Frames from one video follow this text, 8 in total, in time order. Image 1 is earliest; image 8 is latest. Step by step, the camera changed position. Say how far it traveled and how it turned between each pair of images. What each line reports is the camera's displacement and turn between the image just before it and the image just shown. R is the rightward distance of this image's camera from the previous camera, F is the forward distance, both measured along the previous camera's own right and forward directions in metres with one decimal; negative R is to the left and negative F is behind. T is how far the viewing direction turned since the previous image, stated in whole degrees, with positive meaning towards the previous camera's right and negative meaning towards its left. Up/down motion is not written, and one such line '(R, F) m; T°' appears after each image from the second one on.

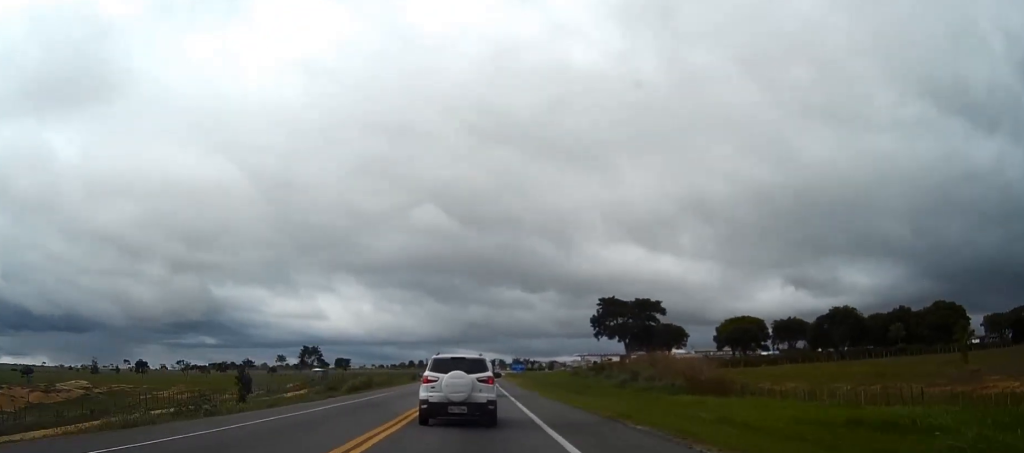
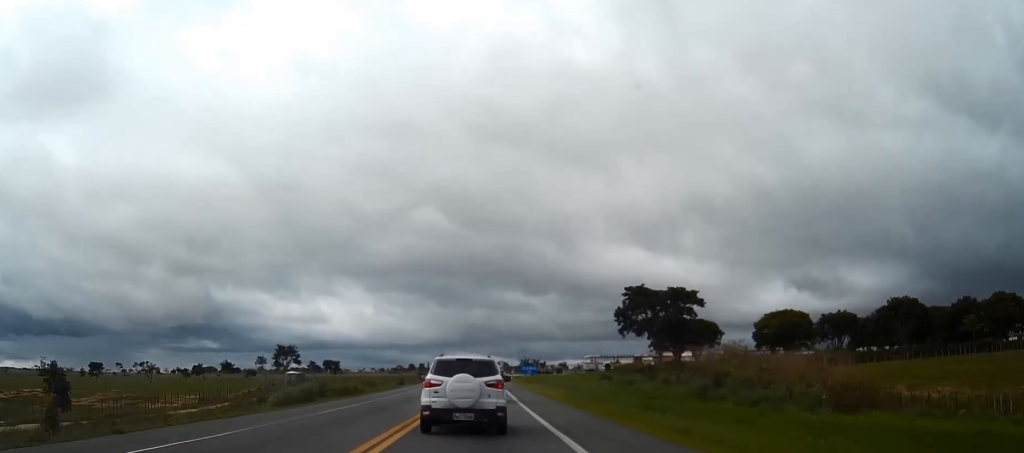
(-0.3, +29.3) m; 0°
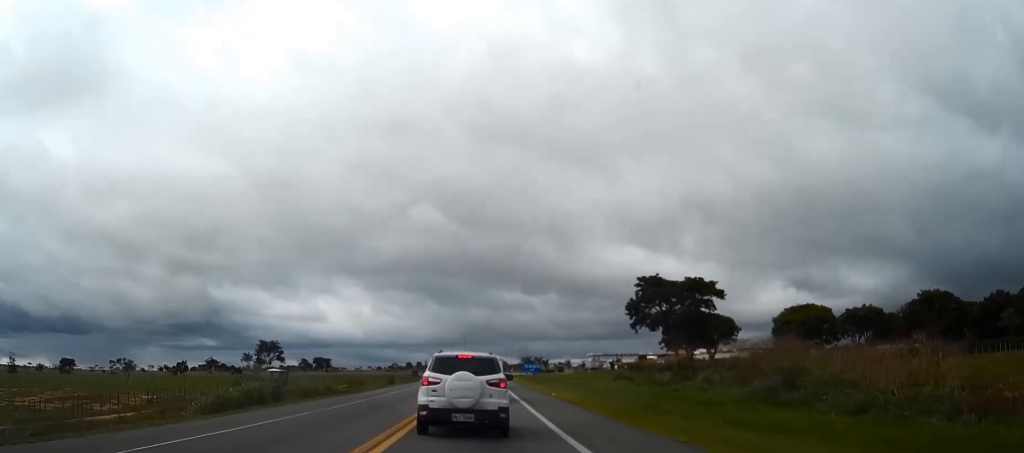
(0.0, +14.1) m; 0°
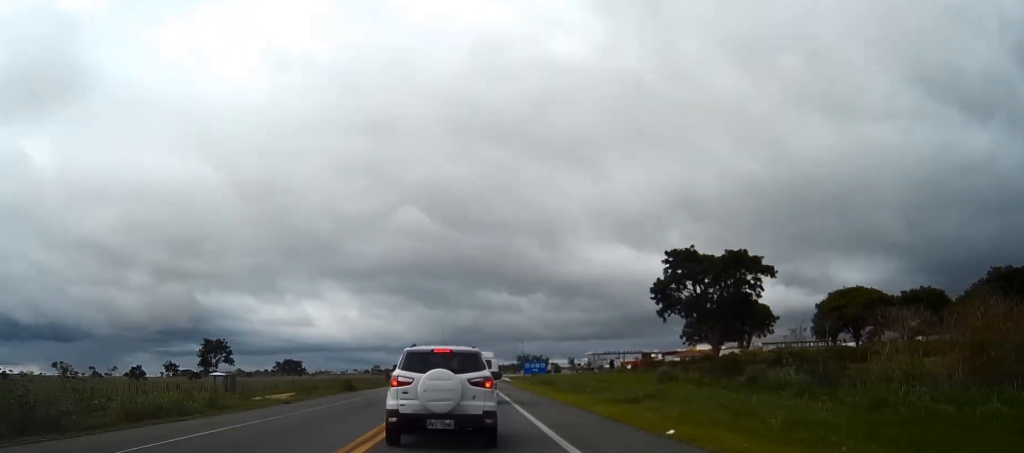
(+0.2, +29.7) m; +1°
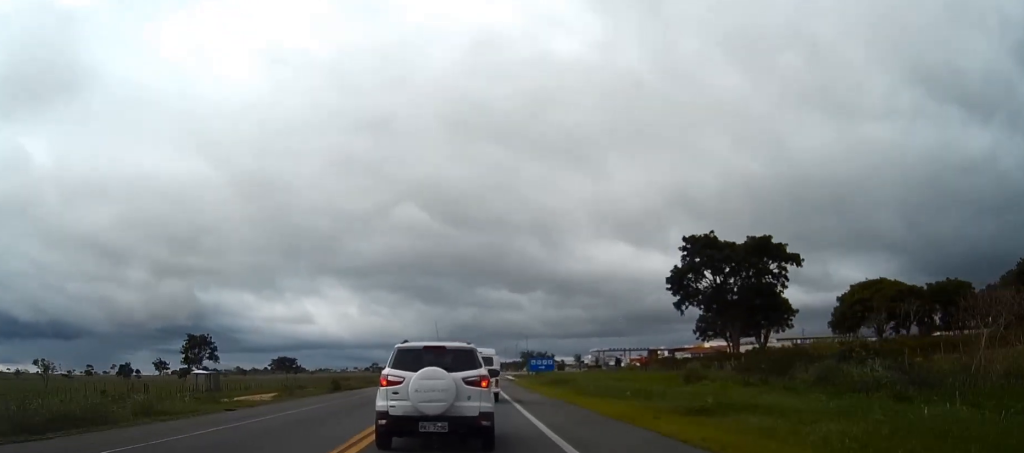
(+0.1, +9.4) m; 0°
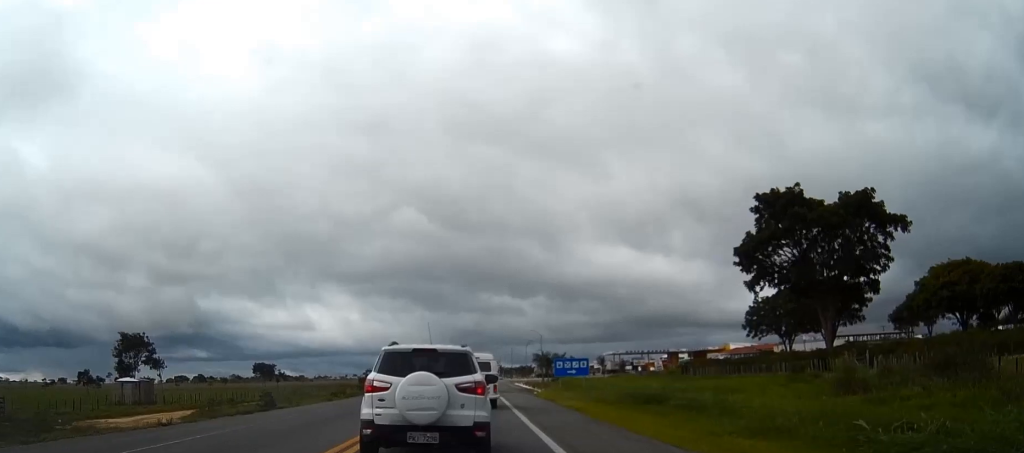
(+0.1, +28.4) m; 0°
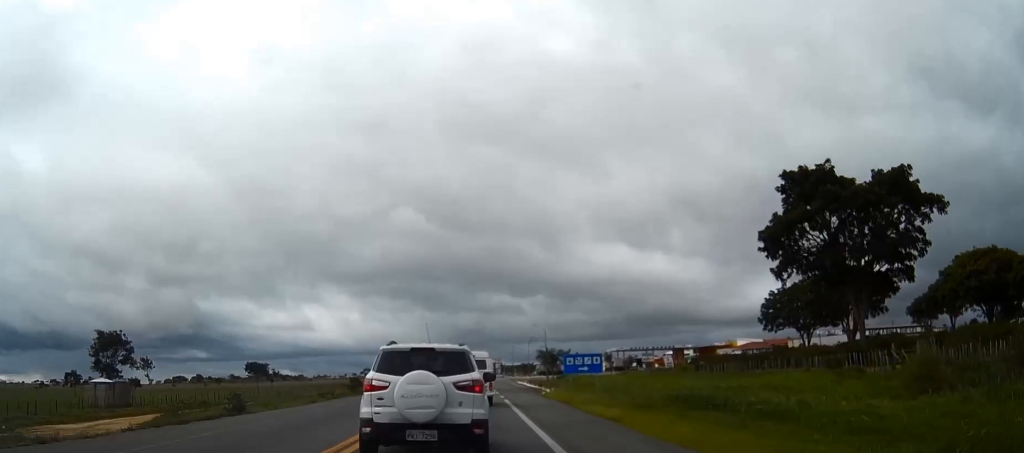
(+0.1, +7.6) m; 0°
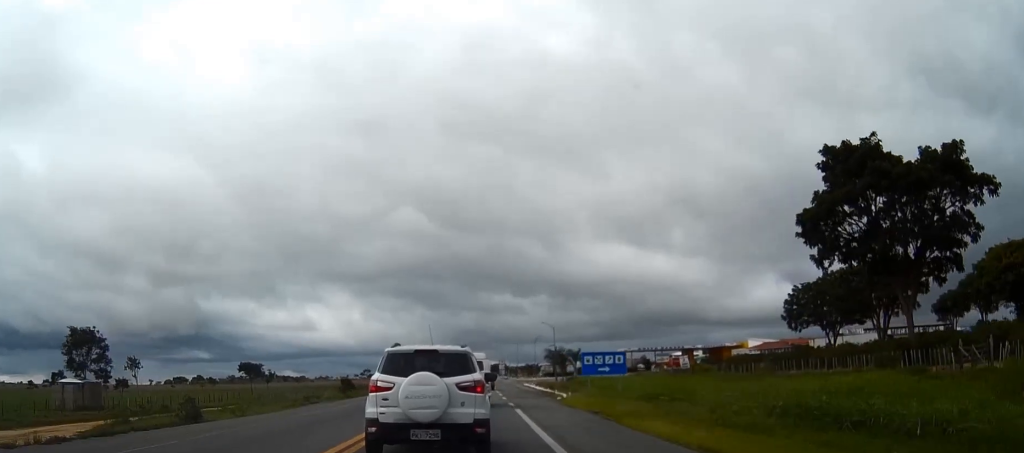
(0.0, +8.5) m; 0°
